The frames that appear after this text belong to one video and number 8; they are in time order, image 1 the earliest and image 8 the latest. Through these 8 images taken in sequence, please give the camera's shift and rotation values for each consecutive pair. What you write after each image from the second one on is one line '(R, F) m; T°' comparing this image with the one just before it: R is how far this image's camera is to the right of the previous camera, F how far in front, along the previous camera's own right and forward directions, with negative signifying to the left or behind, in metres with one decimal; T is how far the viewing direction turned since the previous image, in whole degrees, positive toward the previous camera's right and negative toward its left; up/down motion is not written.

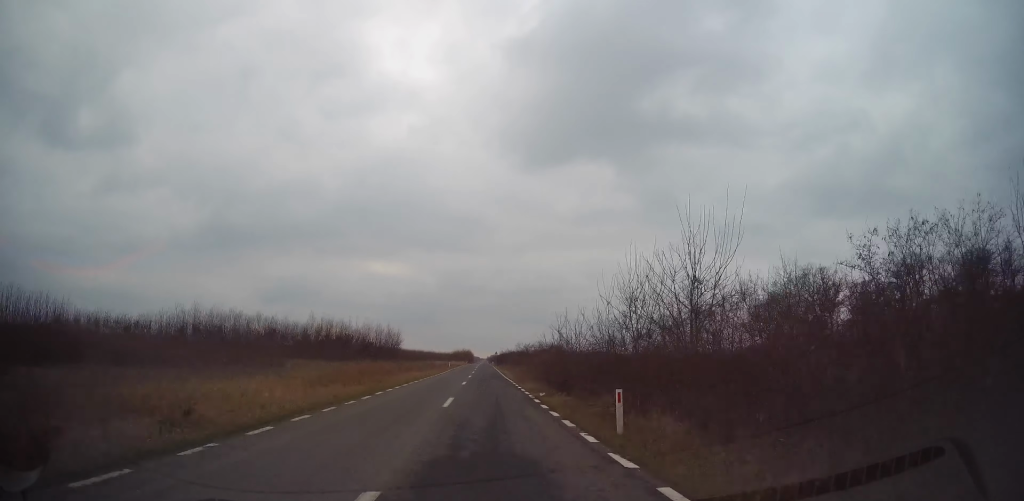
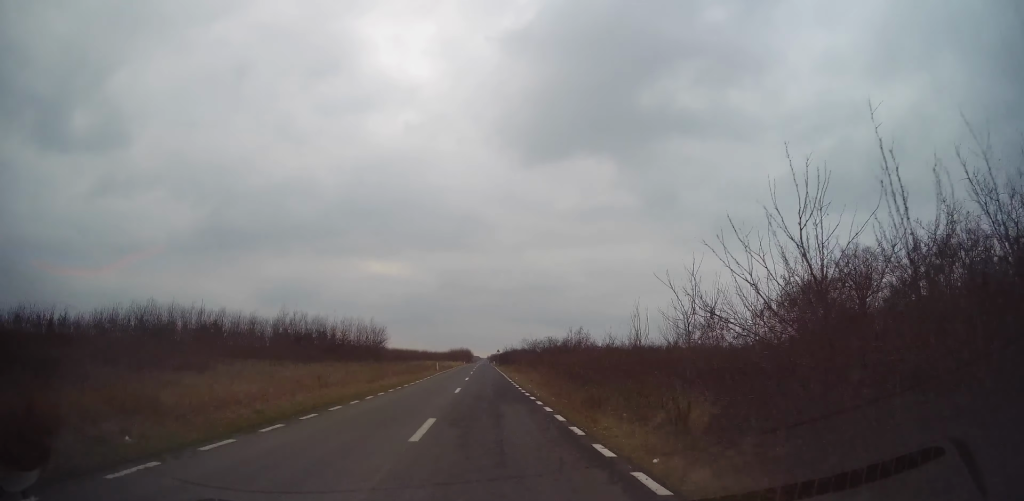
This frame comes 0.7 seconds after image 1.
(-0.3, +17.8) m; 0°
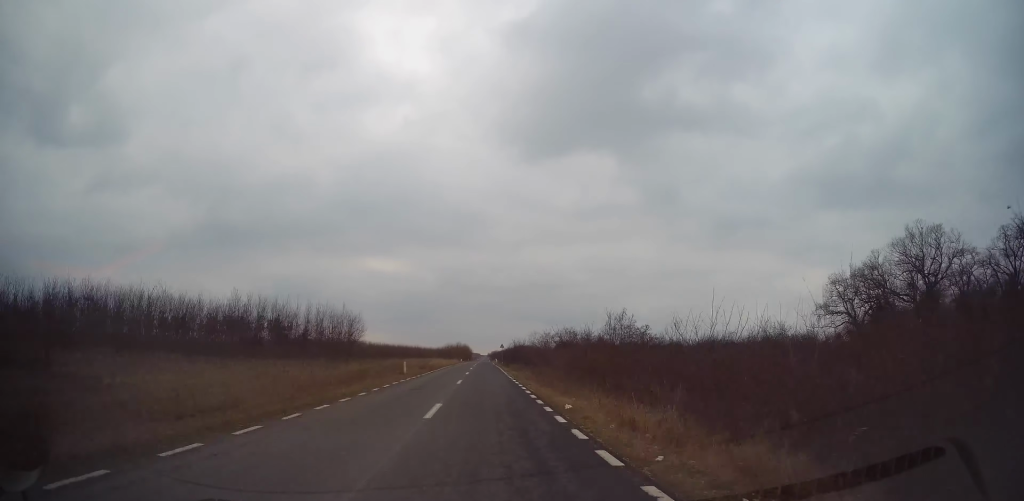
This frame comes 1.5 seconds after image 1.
(+0.3, +21.3) m; +1°
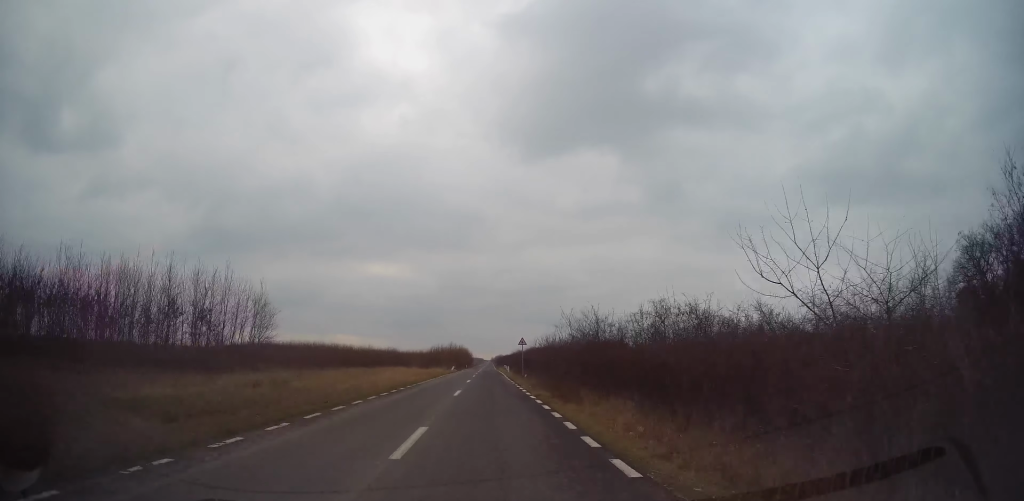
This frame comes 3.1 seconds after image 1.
(0.0, +39.1) m; 0°
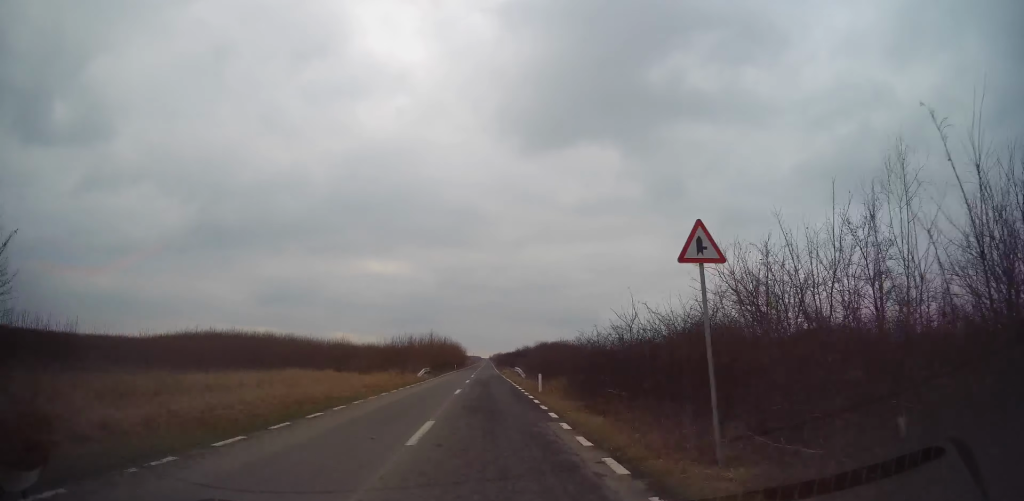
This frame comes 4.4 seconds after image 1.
(+0.1, +33.7) m; +1°
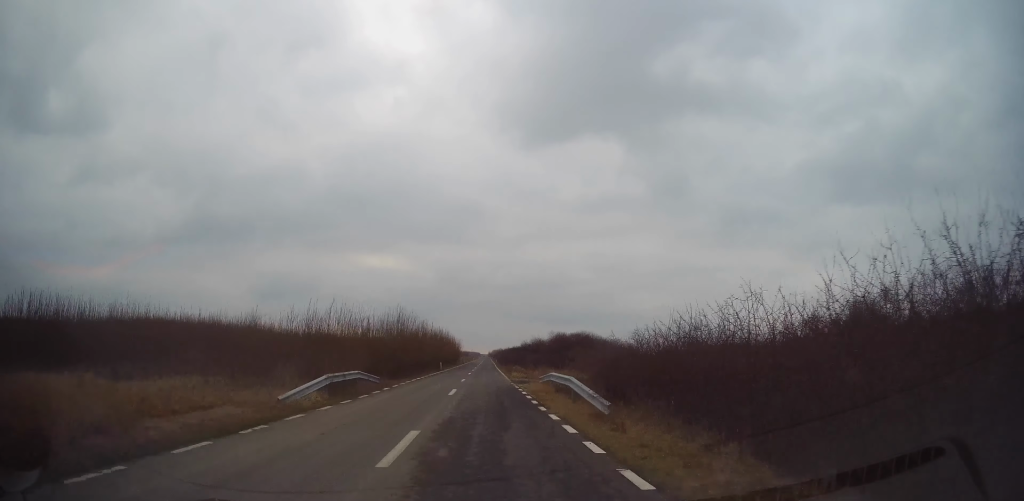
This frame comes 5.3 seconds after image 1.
(+0.2, +24.8) m; 0°
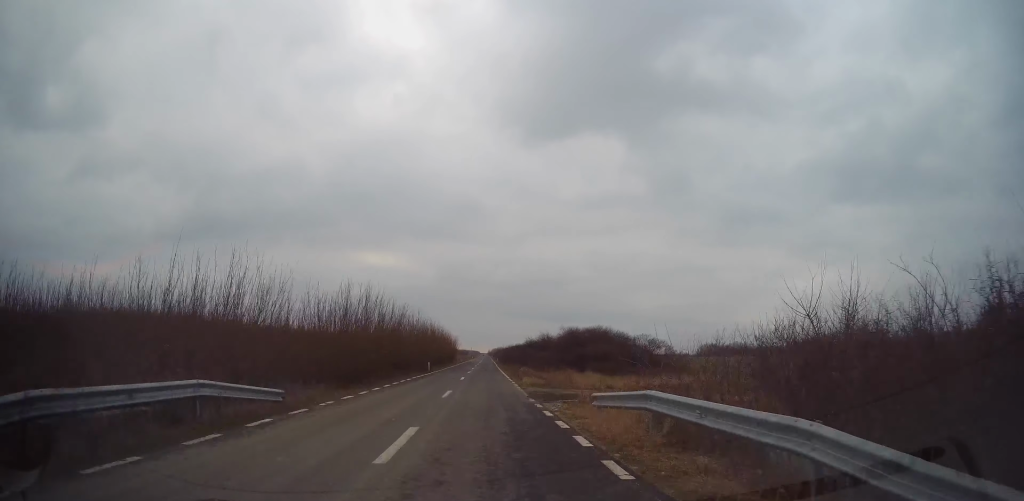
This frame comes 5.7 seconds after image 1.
(0.0, +11.7) m; 0°
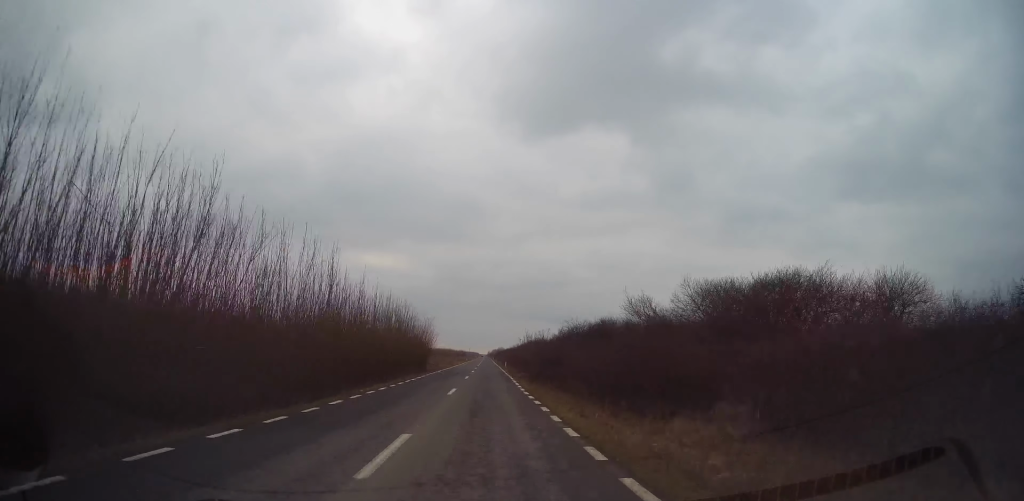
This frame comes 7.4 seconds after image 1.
(-0.5, +46.1) m; -1°
